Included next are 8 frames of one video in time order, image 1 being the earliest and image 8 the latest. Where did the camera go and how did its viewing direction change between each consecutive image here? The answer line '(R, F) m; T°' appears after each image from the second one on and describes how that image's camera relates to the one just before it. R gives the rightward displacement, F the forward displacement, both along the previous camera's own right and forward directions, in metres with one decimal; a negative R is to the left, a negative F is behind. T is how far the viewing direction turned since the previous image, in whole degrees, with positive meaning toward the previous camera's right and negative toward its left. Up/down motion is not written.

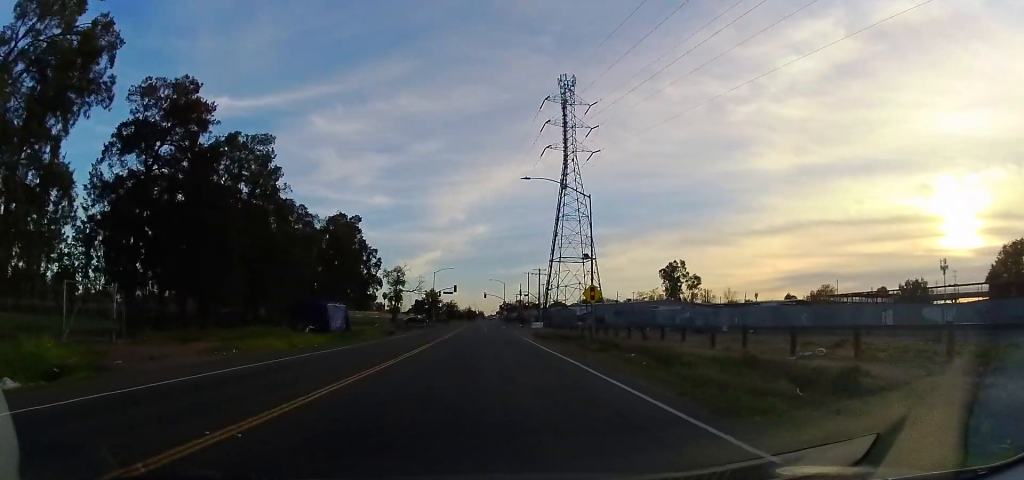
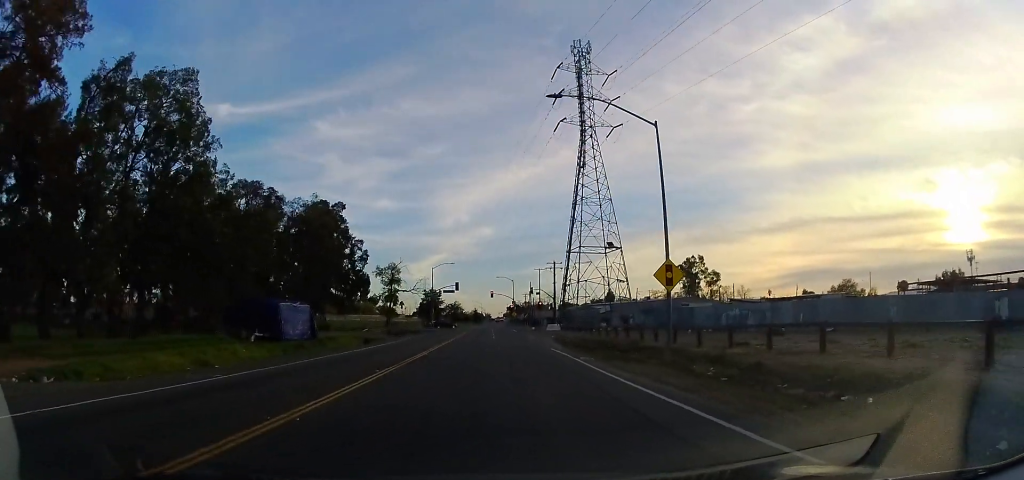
(0.0, +13.1) m; 0°
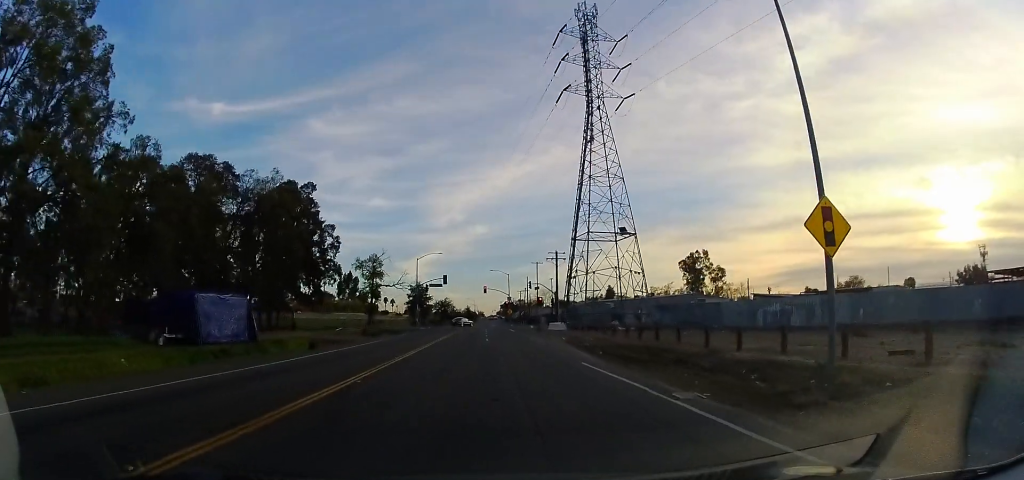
(0.0, +10.6) m; 0°
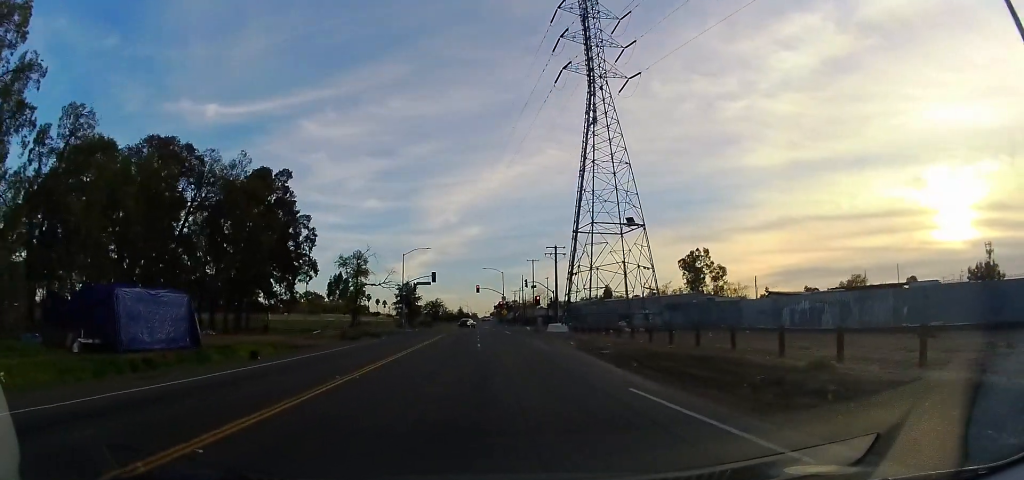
(0.0, +6.5) m; 0°
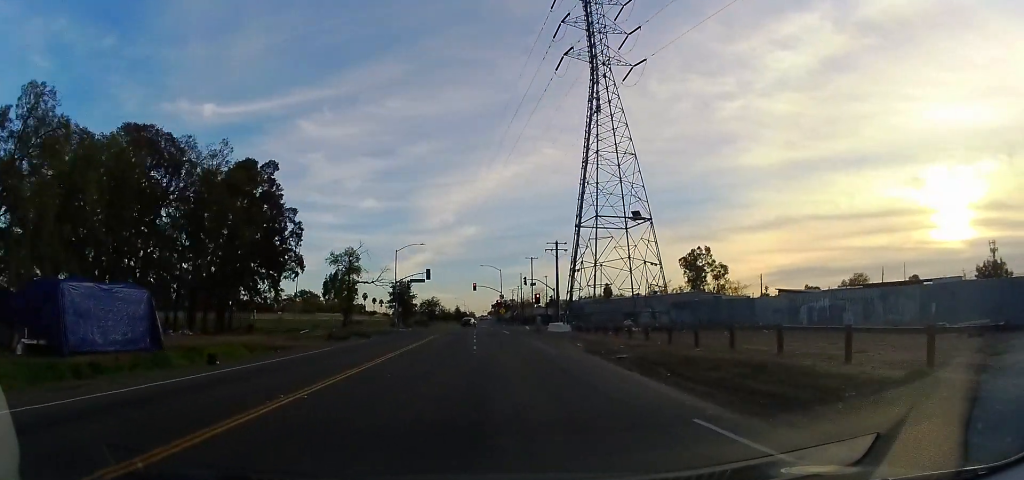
(0.0, +3.5) m; 0°
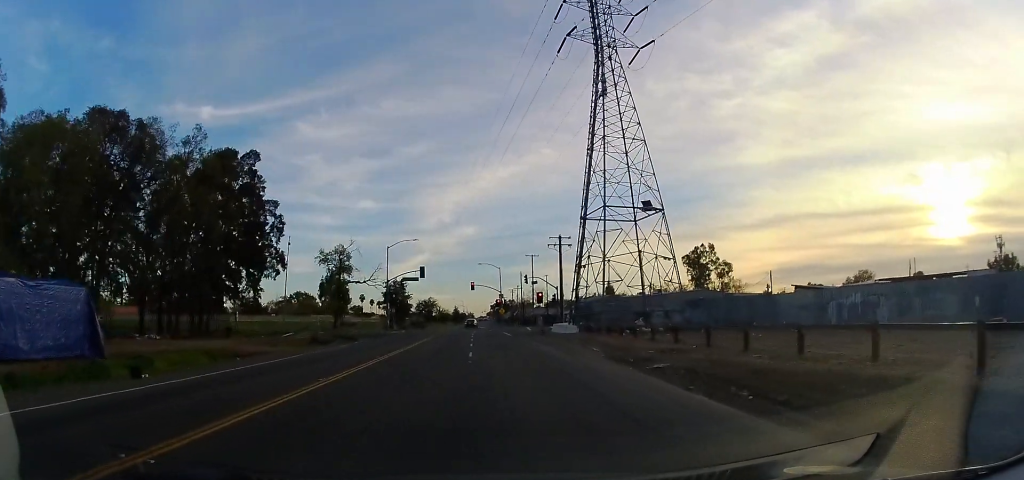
(0.0, +4.5) m; 0°
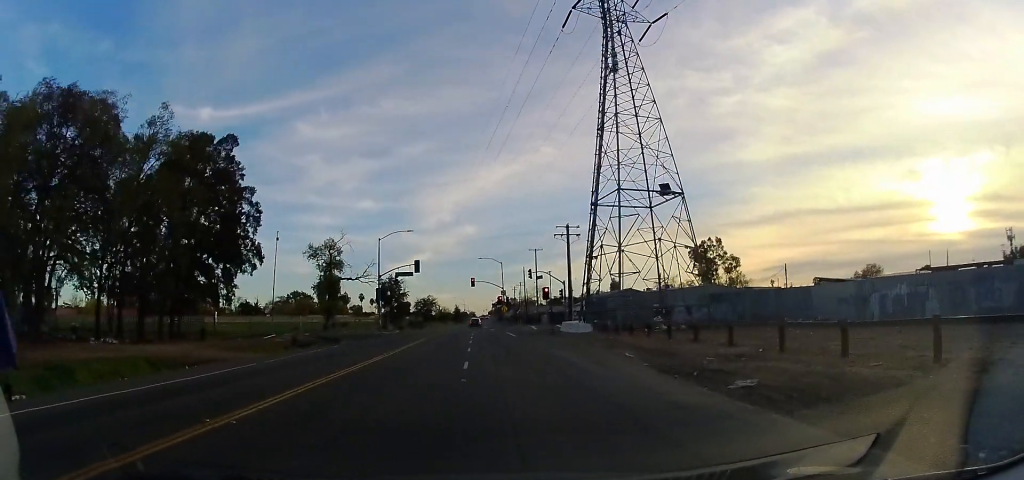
(0.0, +5.2) m; 0°
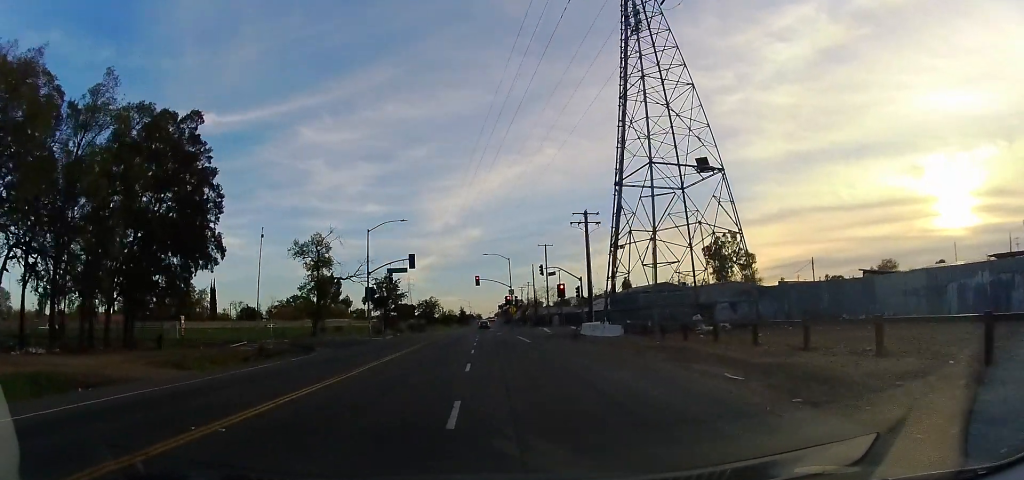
(0.0, +7.4) m; 0°
